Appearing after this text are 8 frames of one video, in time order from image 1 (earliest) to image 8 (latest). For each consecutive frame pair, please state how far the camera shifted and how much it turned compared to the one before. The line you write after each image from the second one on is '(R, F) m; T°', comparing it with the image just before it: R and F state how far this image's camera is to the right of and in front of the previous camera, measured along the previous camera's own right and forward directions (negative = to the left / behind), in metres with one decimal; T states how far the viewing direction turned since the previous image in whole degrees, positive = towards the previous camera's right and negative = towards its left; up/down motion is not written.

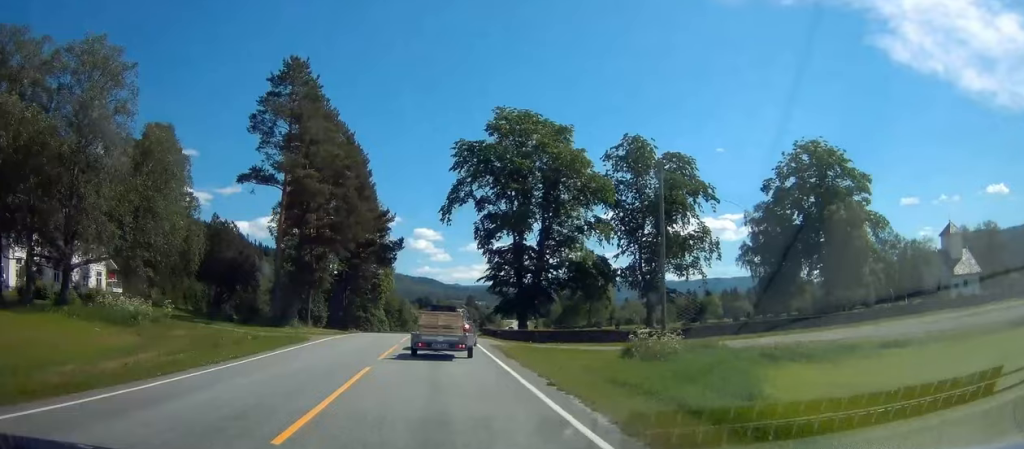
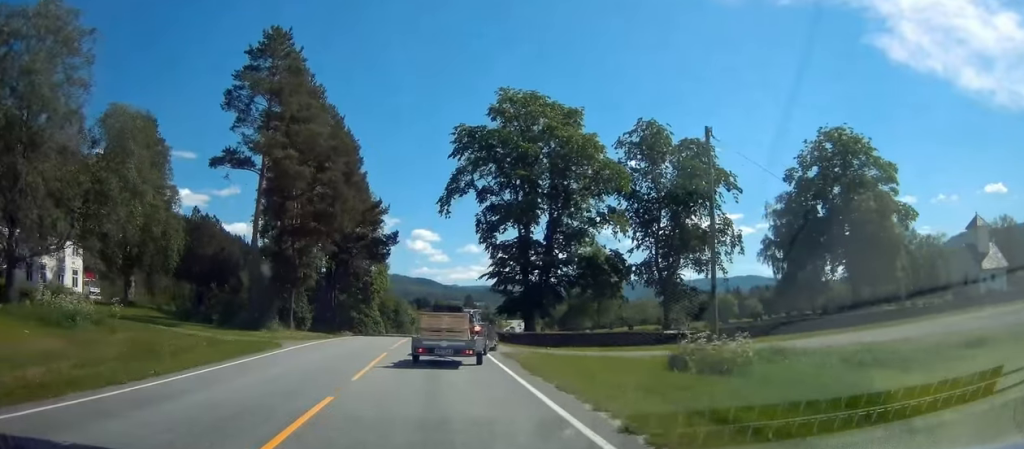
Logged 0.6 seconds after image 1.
(+0.1, +7.0) m; +1°
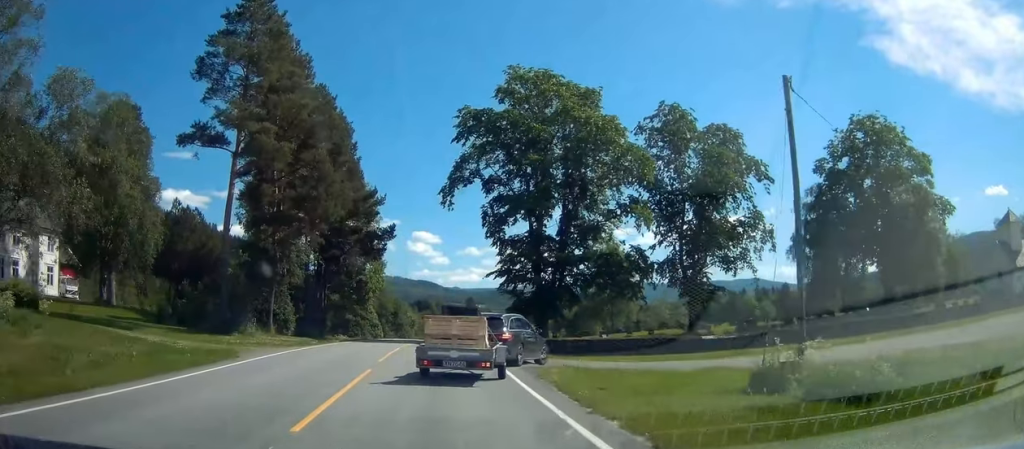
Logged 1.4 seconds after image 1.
(+0.1, +7.0) m; +1°
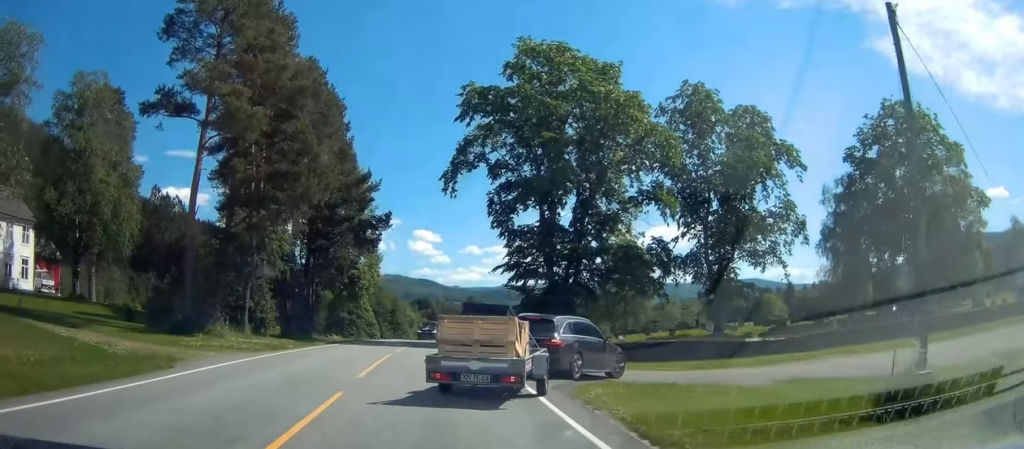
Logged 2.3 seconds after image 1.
(0.0, +7.0) m; 0°
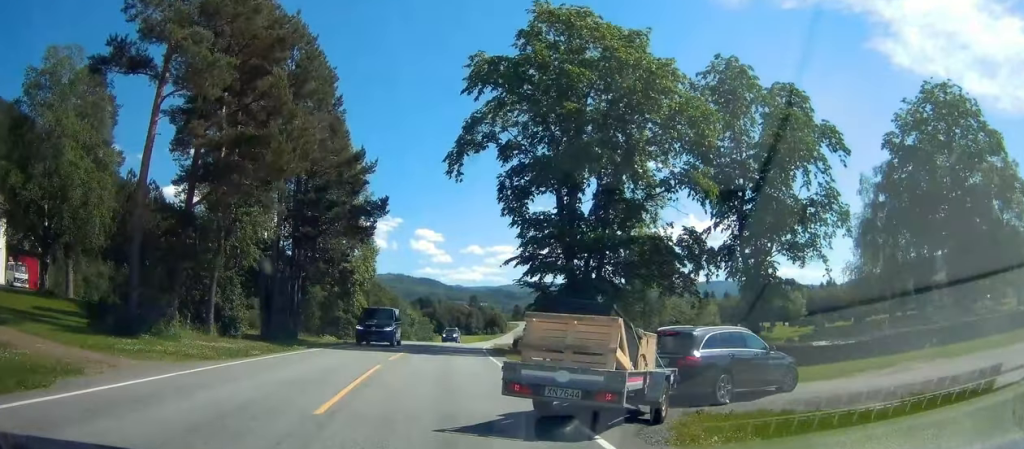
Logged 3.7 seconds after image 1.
(0.0, +8.5) m; 0°
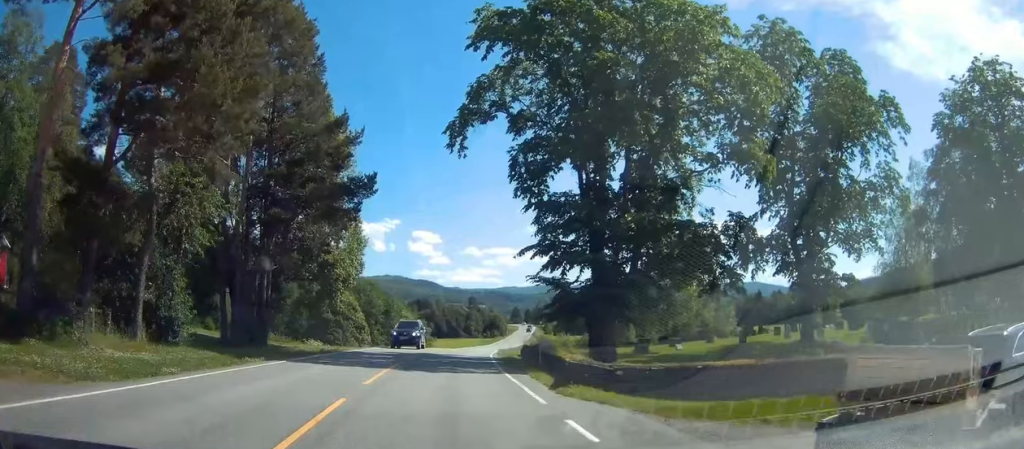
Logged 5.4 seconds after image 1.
(0.0, +5.8) m; 0°
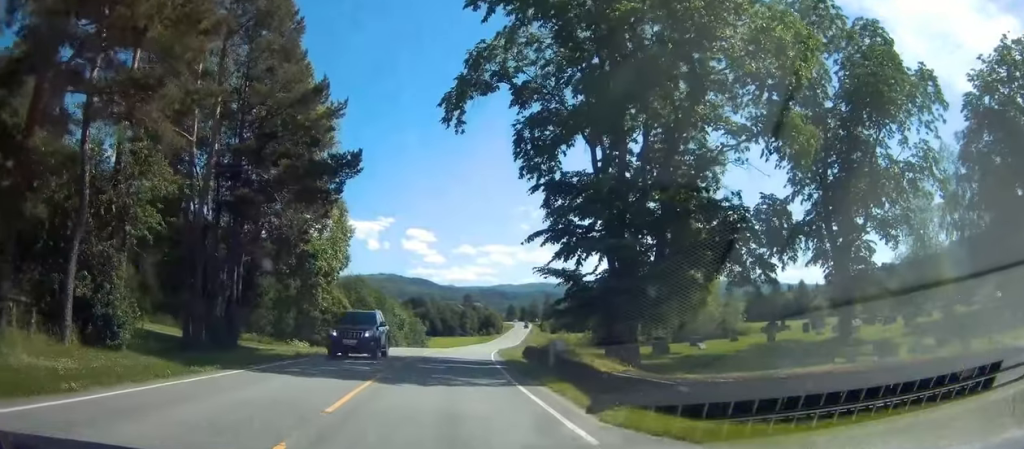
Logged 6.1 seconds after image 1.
(0.0, +3.1) m; 0°
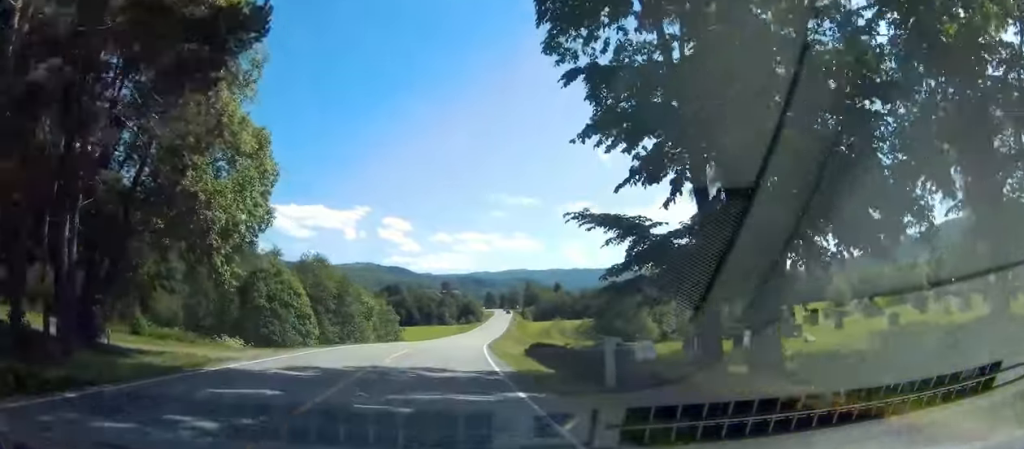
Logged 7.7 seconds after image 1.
(+0.3, +8.9) m; +7°
